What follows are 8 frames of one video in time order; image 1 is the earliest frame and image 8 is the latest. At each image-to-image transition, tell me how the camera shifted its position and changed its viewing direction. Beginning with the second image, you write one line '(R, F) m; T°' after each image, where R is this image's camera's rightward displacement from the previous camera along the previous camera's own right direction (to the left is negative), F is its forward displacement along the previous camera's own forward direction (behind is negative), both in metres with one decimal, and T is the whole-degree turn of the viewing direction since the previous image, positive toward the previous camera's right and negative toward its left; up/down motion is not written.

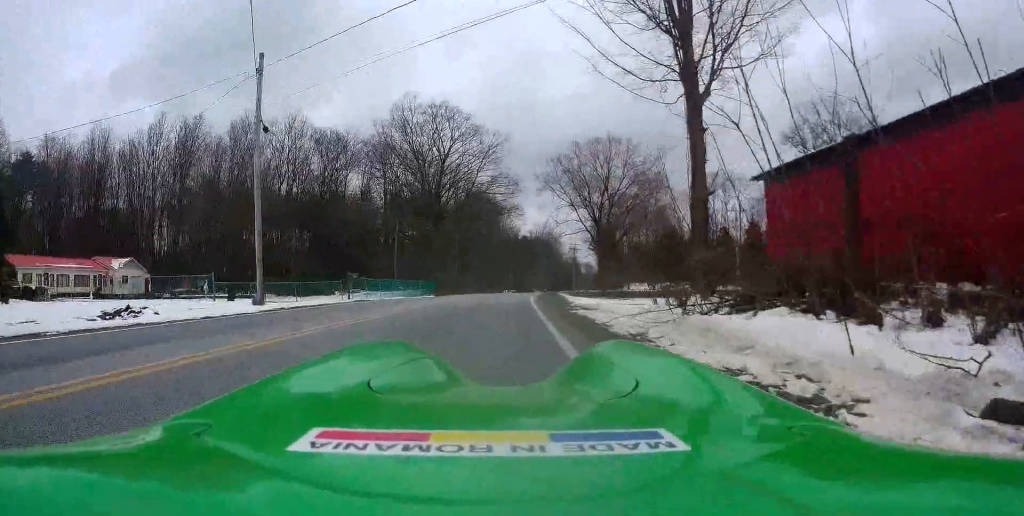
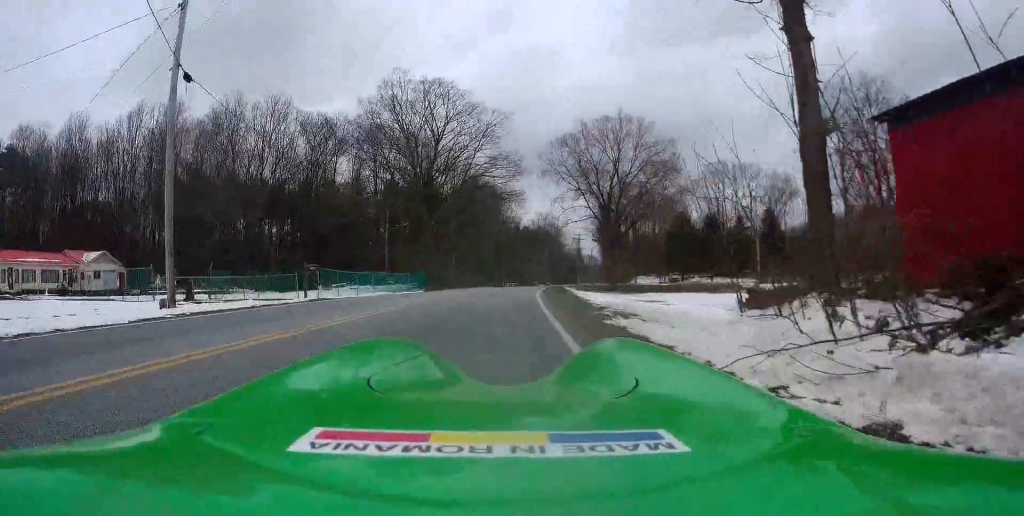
(0.0, +5.7) m; 0°
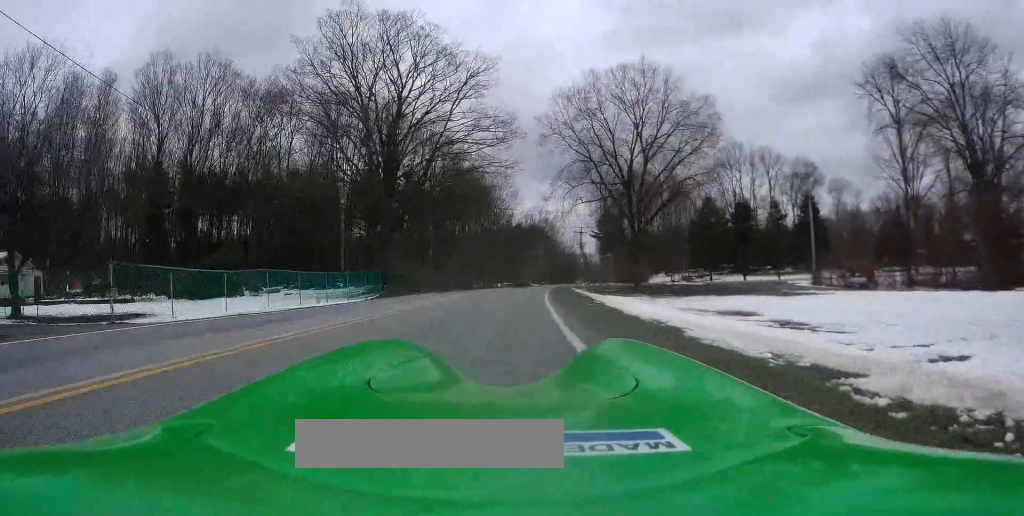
(+1.4, +12.9) m; +6°
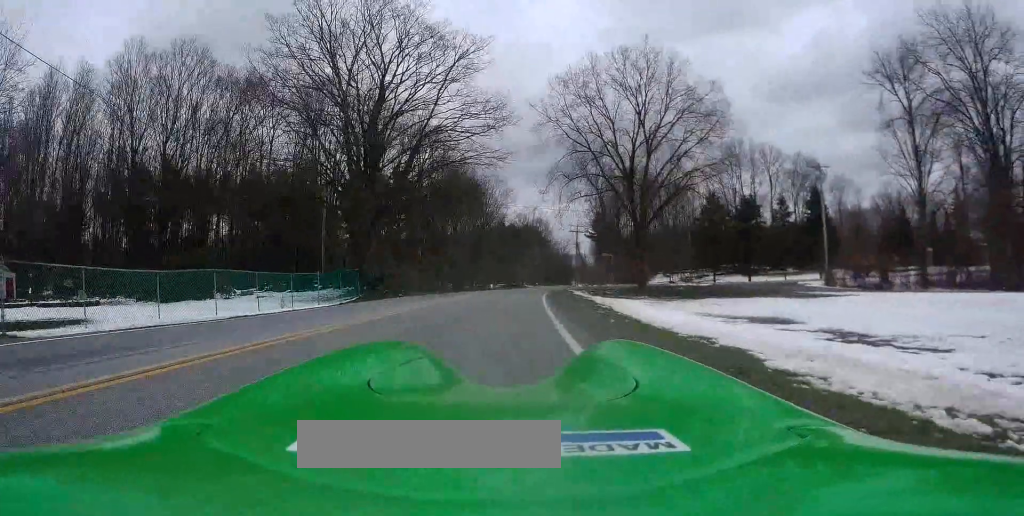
(-0.5, +3.0) m; -5°
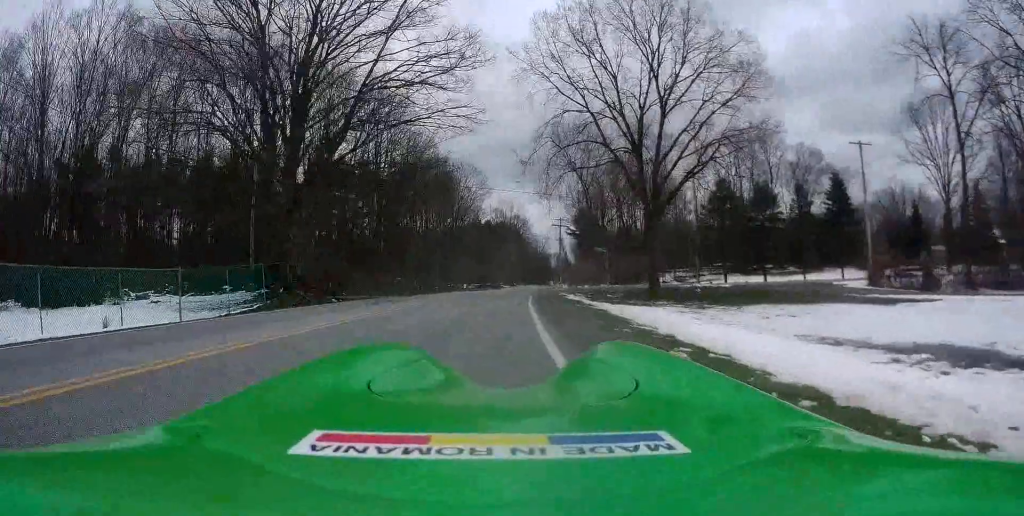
(-1.2, +10.2) m; -6°
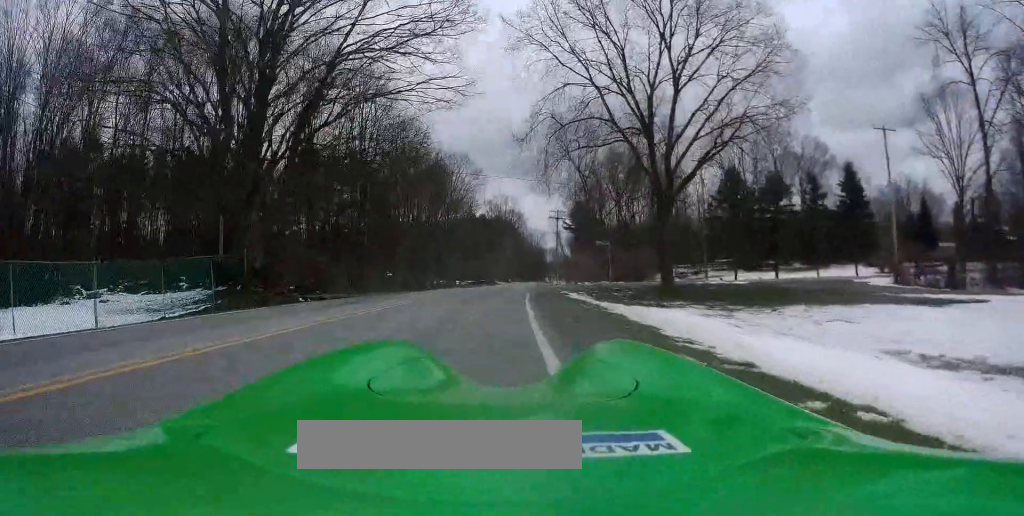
(0.0, +4.0) m; +1°
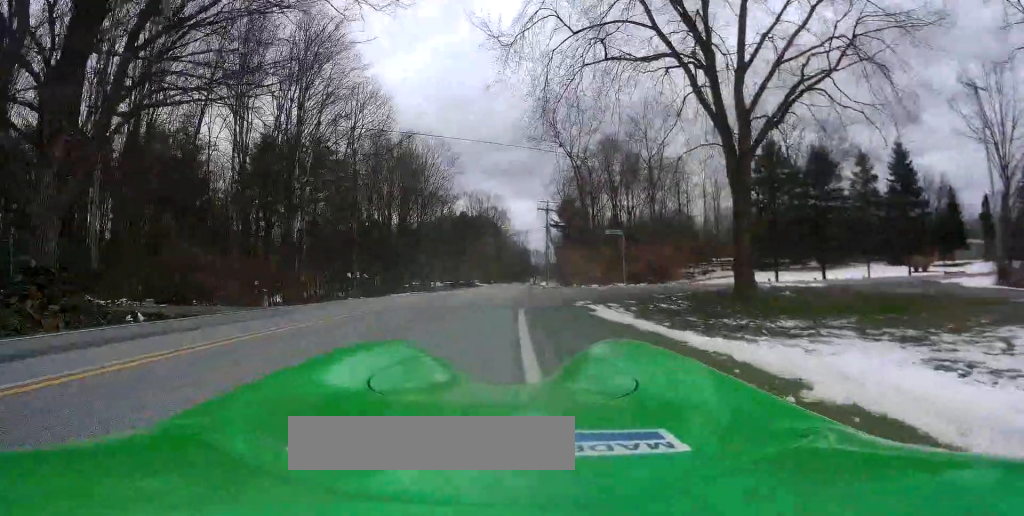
(+0.9, +12.3) m; +7°
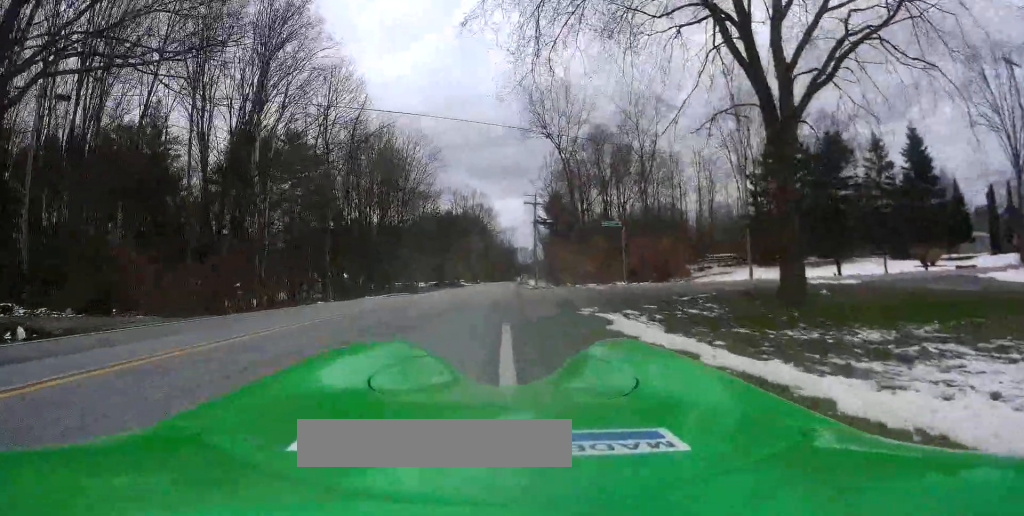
(+0.1, +4.5) m; +3°
